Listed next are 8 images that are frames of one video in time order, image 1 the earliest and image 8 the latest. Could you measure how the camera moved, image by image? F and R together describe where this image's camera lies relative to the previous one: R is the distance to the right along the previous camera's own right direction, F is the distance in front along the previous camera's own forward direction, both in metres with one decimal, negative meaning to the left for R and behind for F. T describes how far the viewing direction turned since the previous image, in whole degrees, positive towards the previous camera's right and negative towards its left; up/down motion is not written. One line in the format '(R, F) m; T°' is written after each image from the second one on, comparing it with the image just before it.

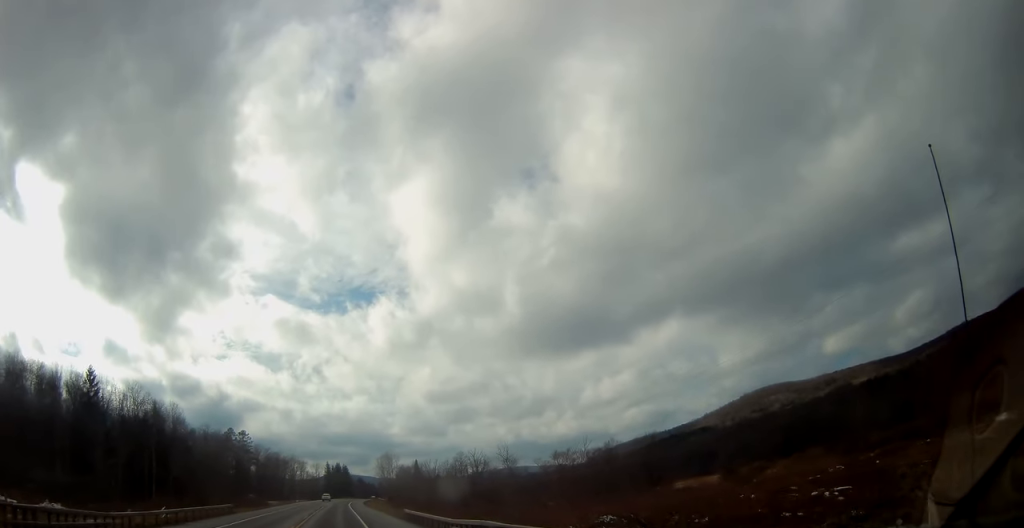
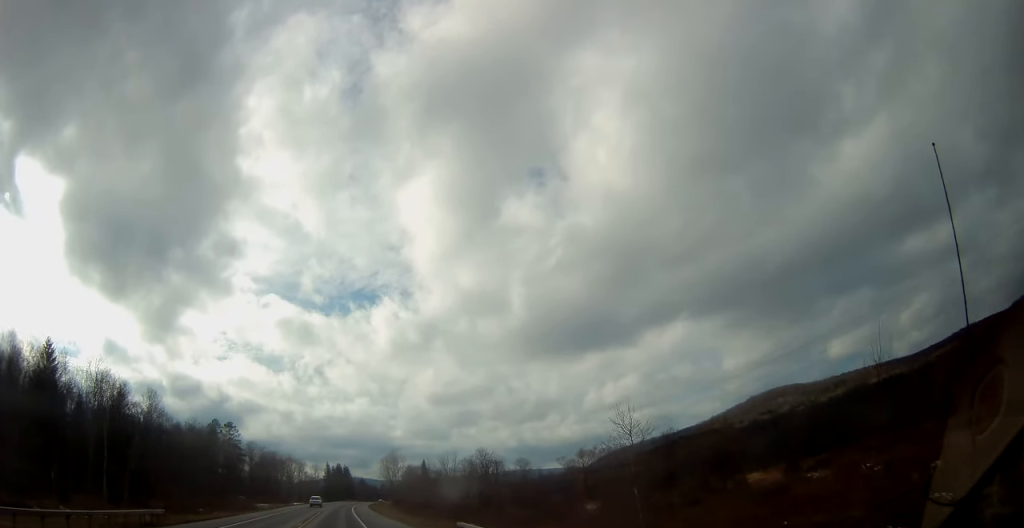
(+0.2, +20.5) m; 0°
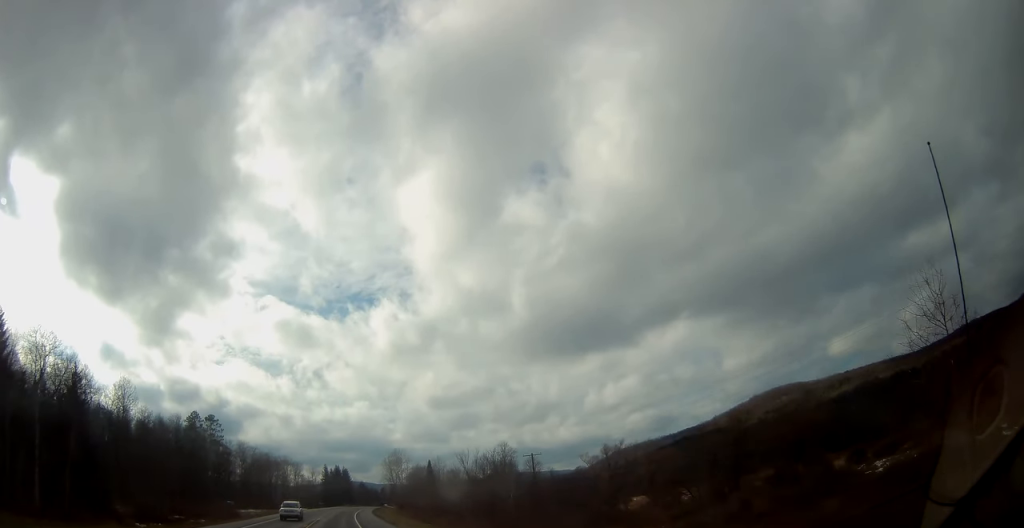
(-0.2, +17.9) m; 0°
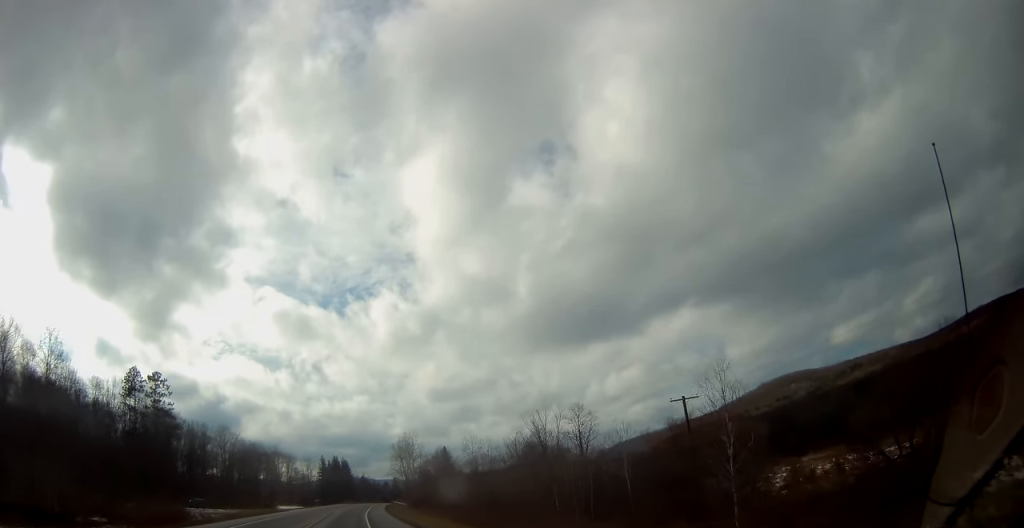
(0.0, +35.1) m; +1°
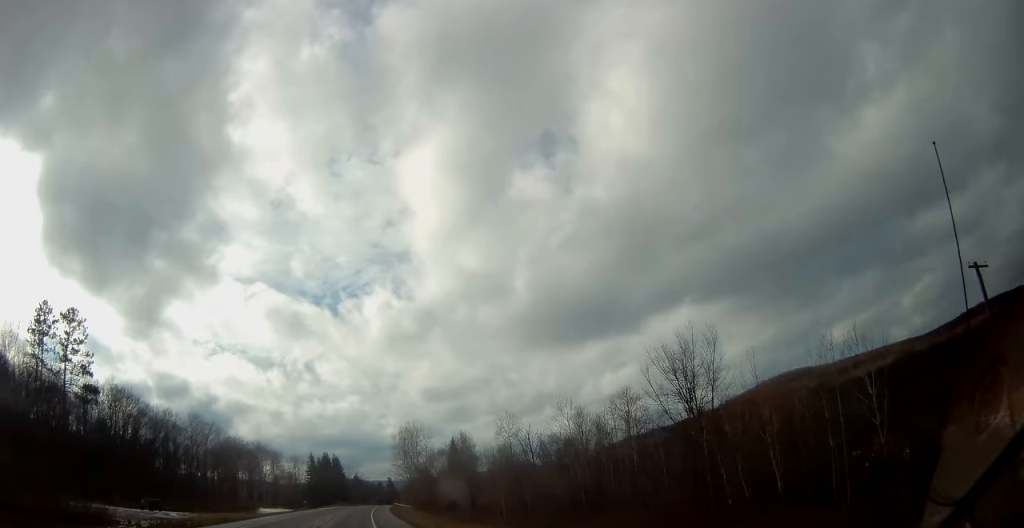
(+0.2, +26.5) m; +1°
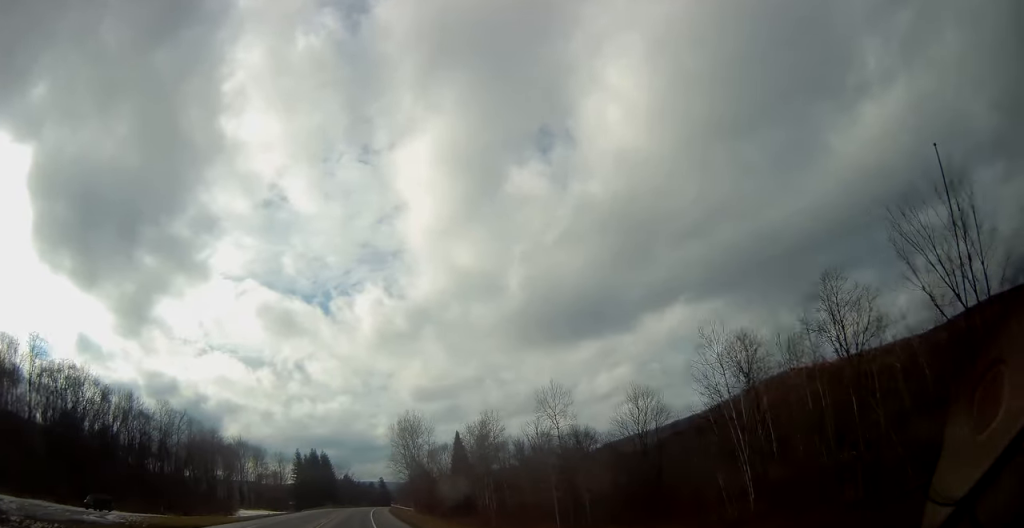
(0.0, +19.6) m; +1°
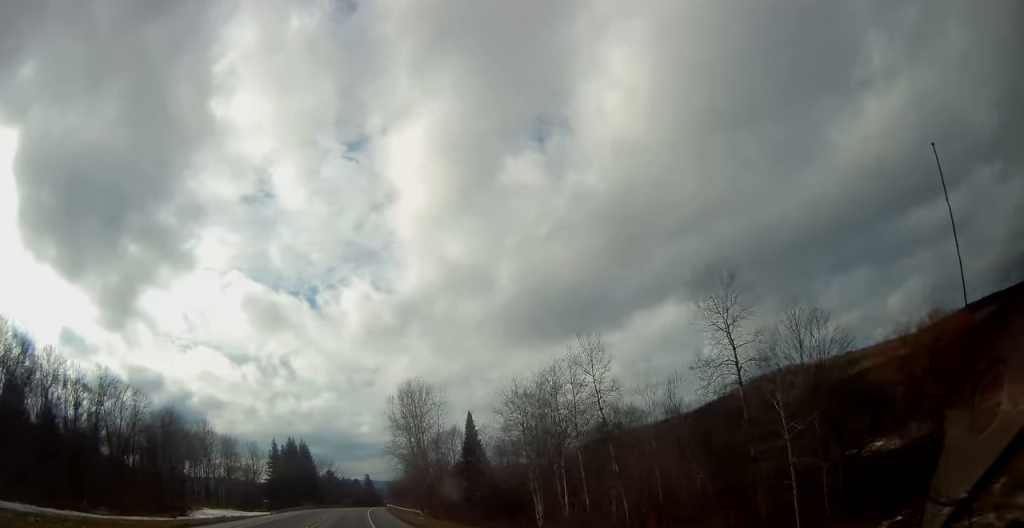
(+0.6, +29.0) m; +1°
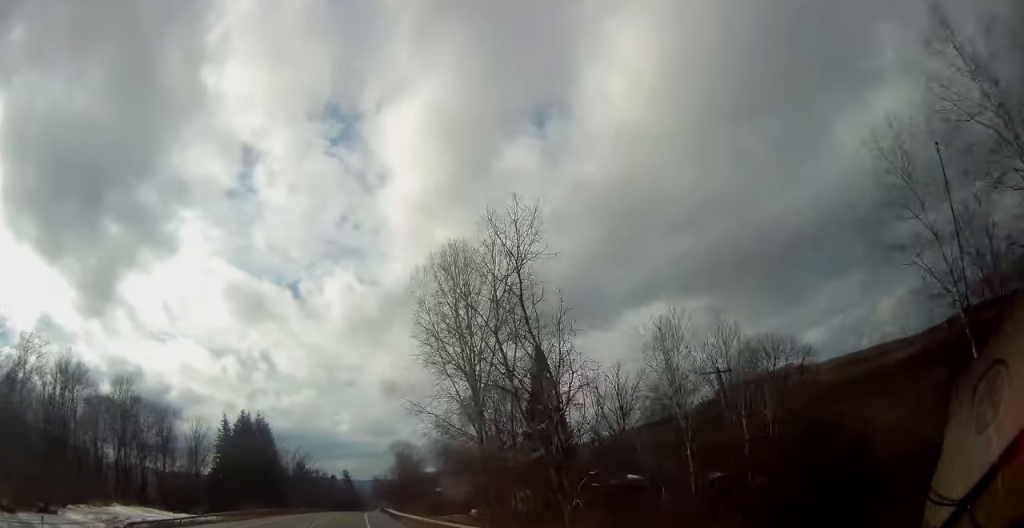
(+0.9, +48.7) m; +2°
